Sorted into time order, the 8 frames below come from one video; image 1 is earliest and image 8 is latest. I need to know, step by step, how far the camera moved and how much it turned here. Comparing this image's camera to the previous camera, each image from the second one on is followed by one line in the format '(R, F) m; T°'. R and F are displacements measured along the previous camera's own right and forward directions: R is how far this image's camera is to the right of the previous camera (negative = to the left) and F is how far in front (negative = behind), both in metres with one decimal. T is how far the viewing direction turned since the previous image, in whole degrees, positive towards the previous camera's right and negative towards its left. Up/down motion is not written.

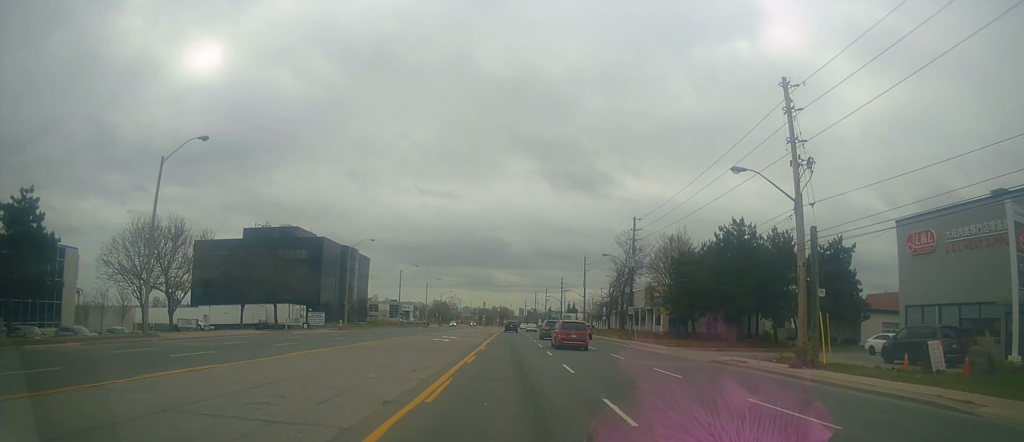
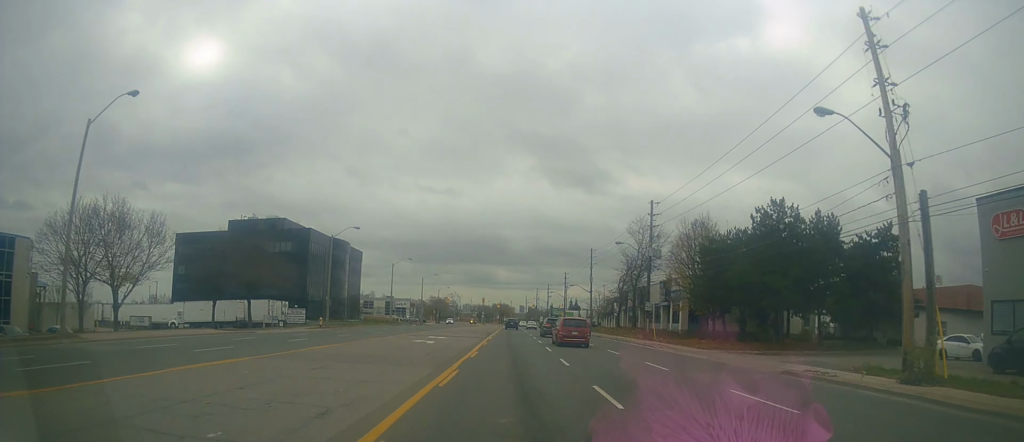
(-0.3, +7.4) m; 0°
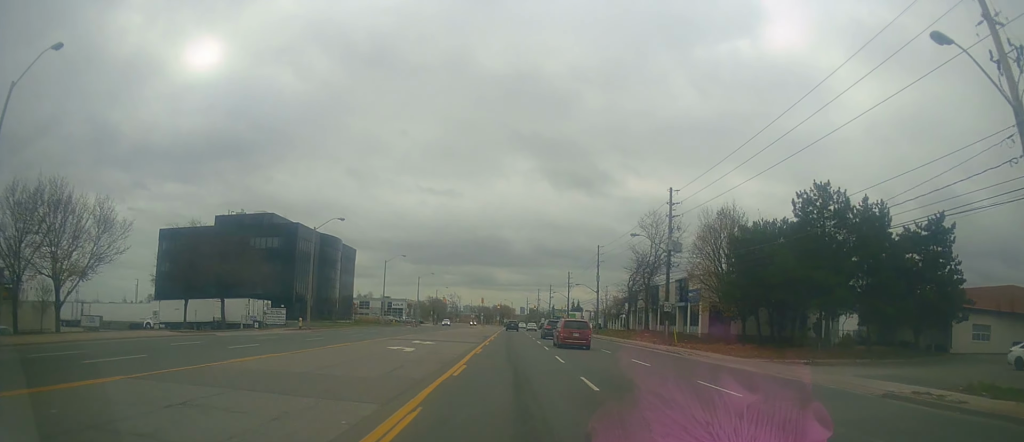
(-0.1, +6.2) m; 0°
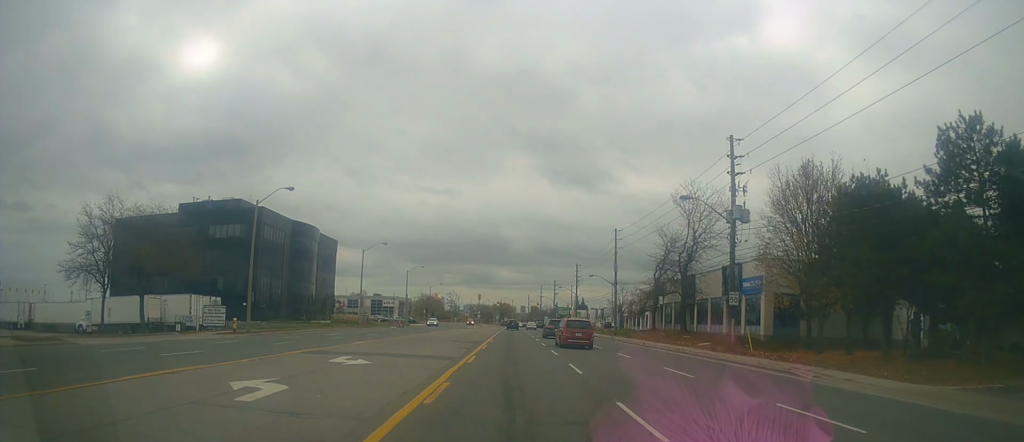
(+0.6, +13.8) m; +2°
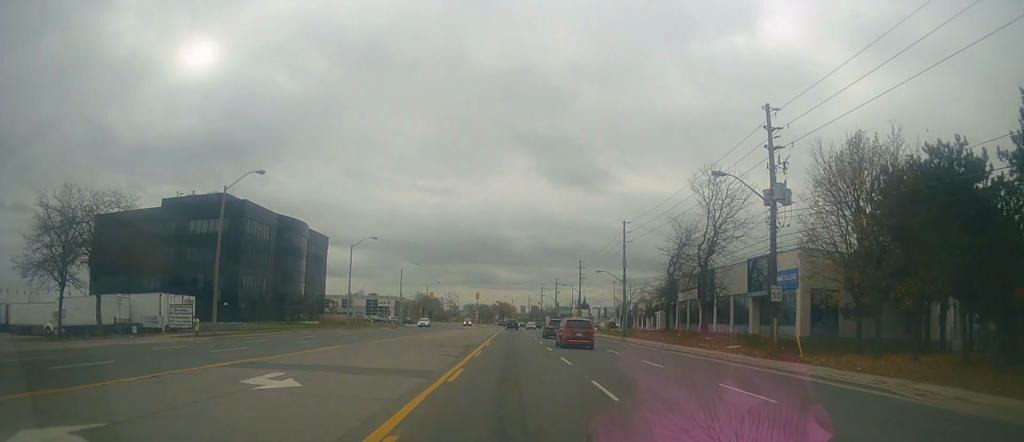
(0.0, +5.6) m; 0°
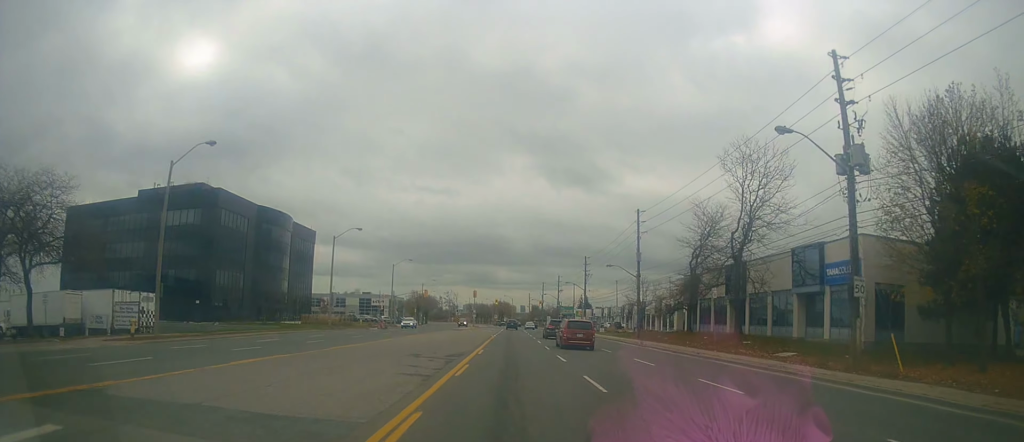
(0.0, +7.3) m; -1°
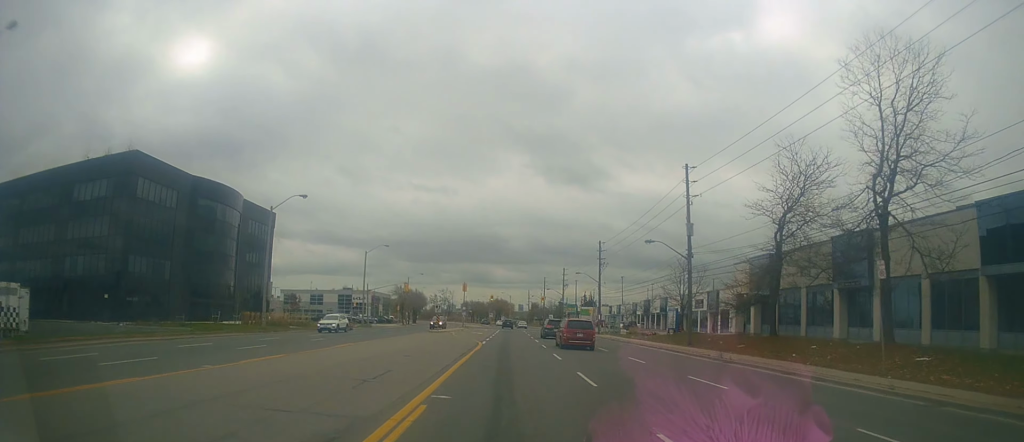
(-0.7, +17.3) m; 0°
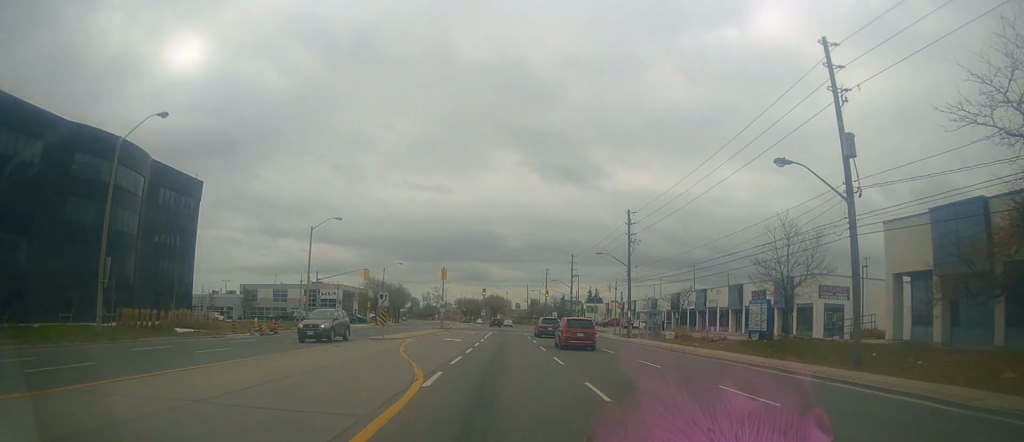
(+1.3, +20.8) m; +2°
